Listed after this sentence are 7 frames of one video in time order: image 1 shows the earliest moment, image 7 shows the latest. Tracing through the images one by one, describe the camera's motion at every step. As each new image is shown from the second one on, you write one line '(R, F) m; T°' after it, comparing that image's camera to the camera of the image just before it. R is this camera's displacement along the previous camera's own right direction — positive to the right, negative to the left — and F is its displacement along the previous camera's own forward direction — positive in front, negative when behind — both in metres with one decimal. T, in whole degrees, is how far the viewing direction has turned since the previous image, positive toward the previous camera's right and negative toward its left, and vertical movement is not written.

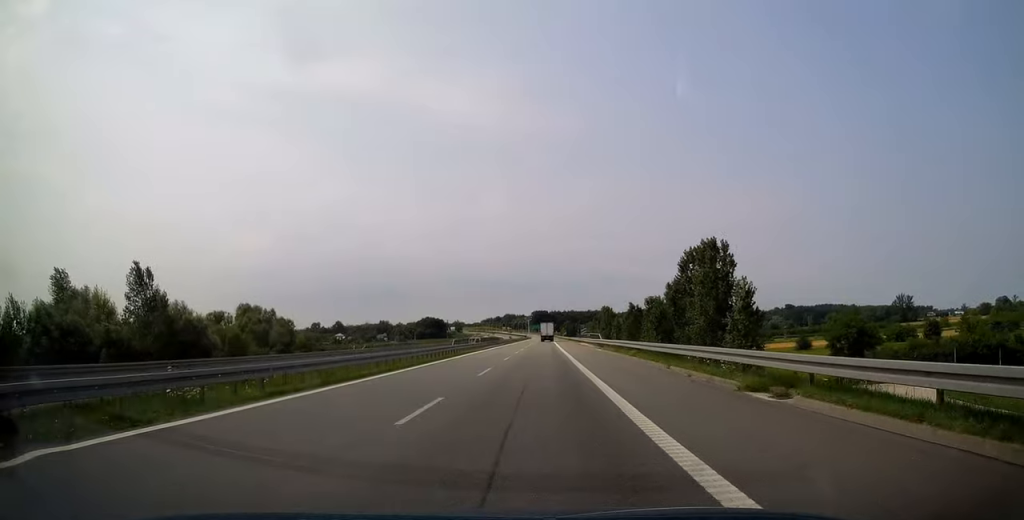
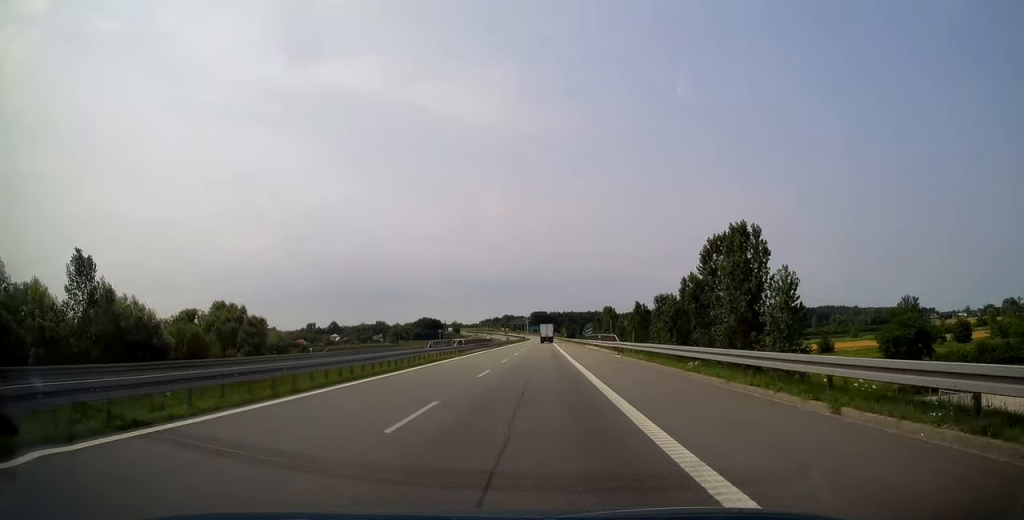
(-0.1, +12.7) m; 0°
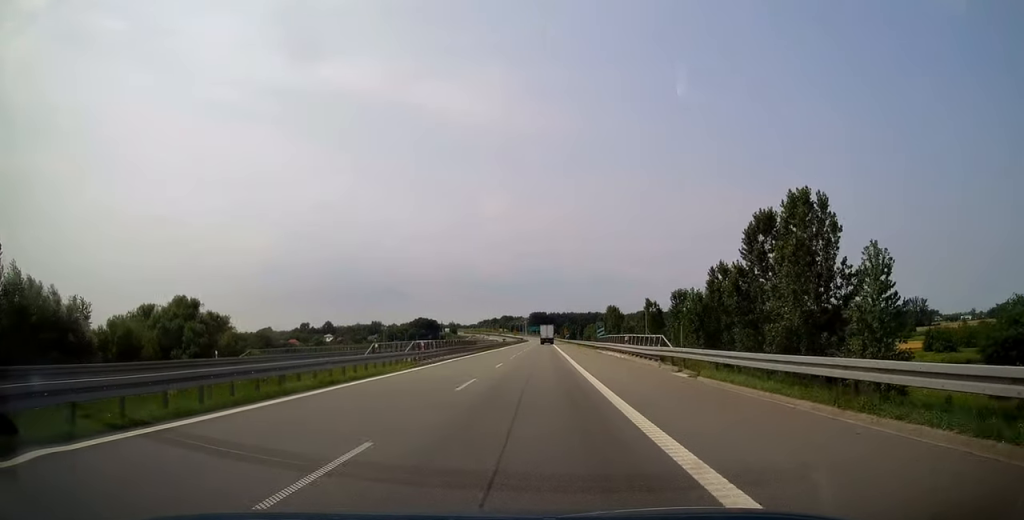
(+0.3, +16.9) m; 0°
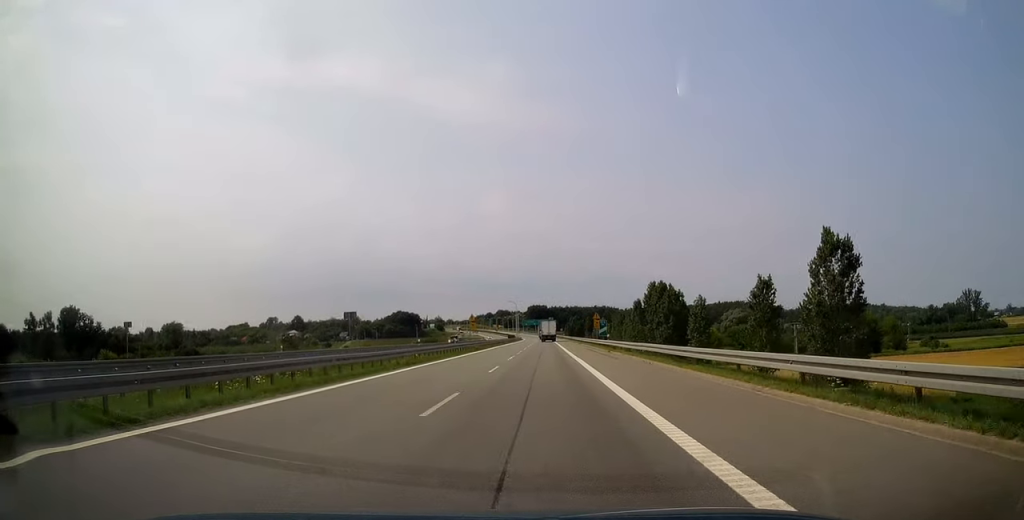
(0.0, +89.9) m; +1°
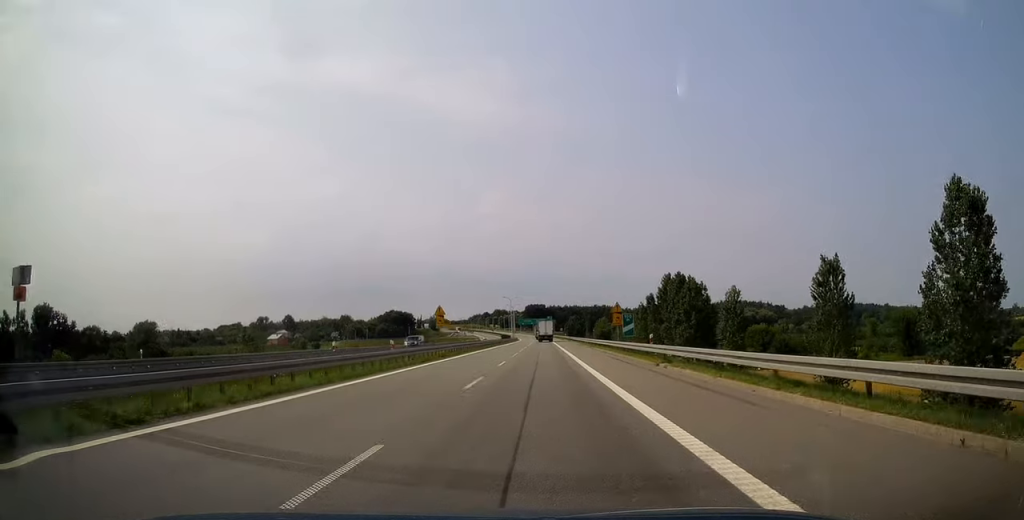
(-0.2, +18.7) m; 0°
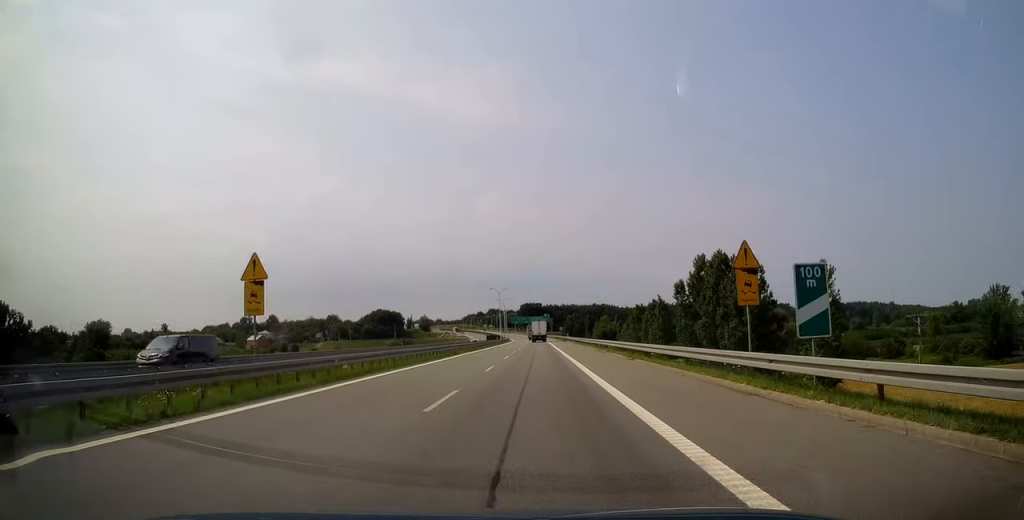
(-0.1, +28.6) m; 0°
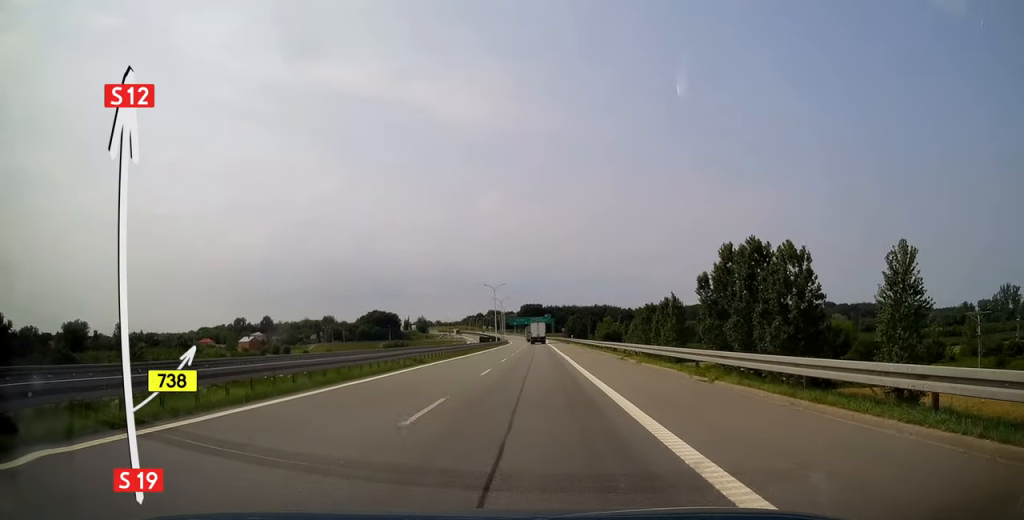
(0.0, +13.5) m; 0°
